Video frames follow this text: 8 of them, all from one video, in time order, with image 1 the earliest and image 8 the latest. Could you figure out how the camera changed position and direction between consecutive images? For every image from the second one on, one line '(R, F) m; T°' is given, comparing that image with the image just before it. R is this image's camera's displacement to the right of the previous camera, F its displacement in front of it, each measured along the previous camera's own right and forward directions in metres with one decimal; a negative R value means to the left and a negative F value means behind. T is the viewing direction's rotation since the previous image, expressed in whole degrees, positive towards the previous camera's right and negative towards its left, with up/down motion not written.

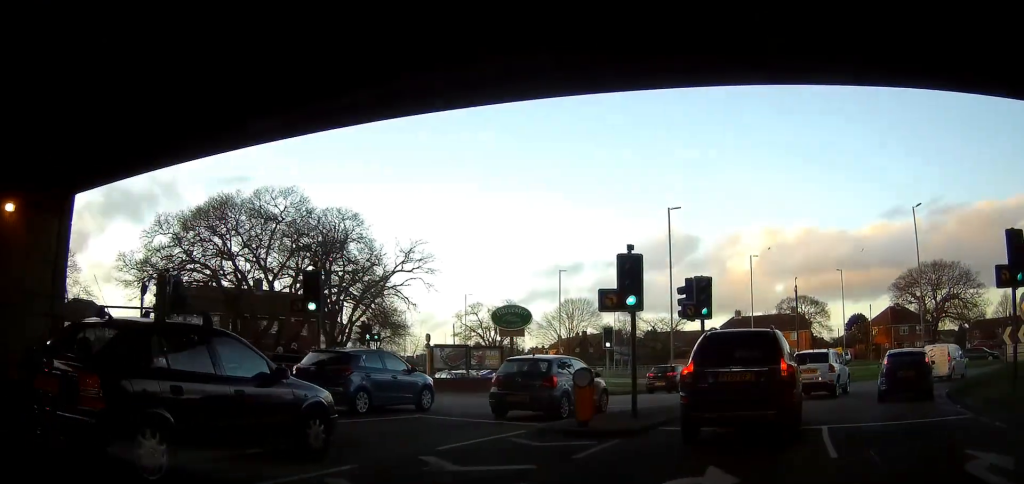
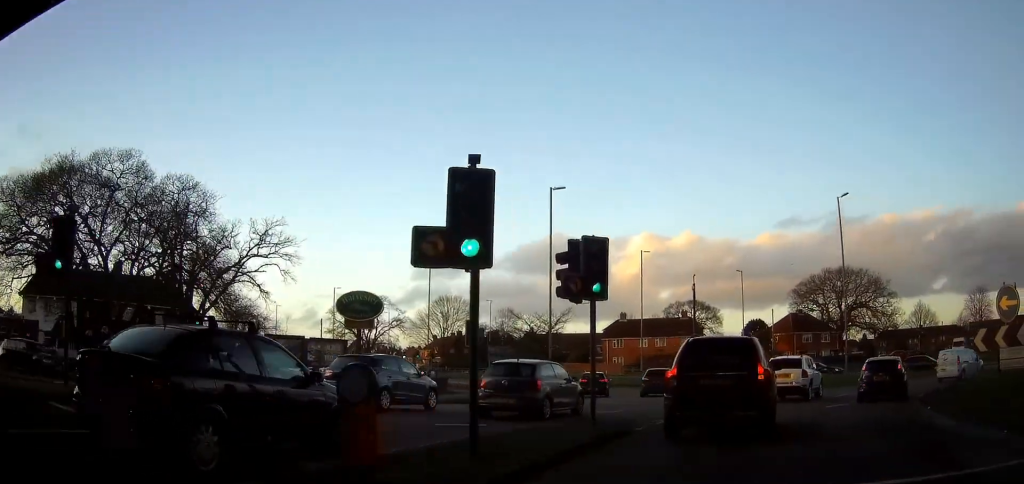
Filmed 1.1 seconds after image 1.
(+1.2, +7.1) m; +8°
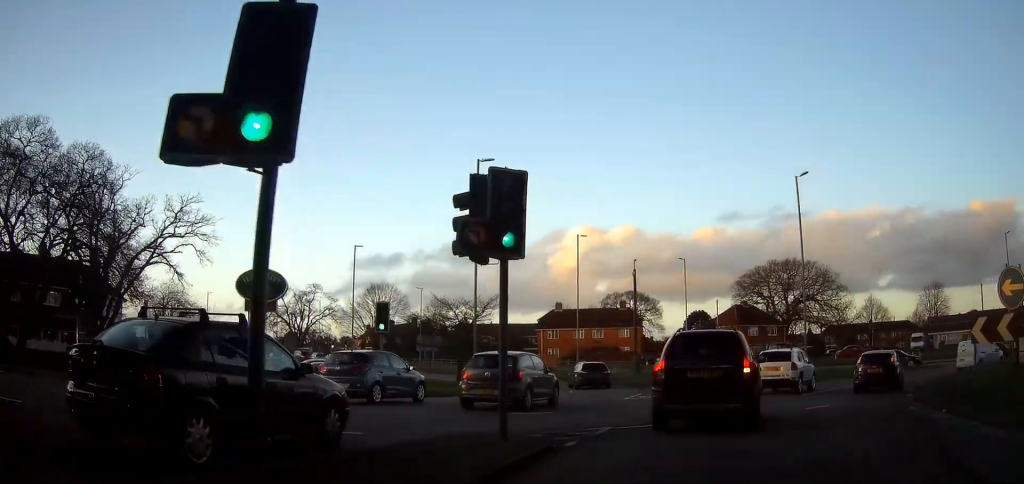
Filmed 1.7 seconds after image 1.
(0.0, +4.5) m; 0°
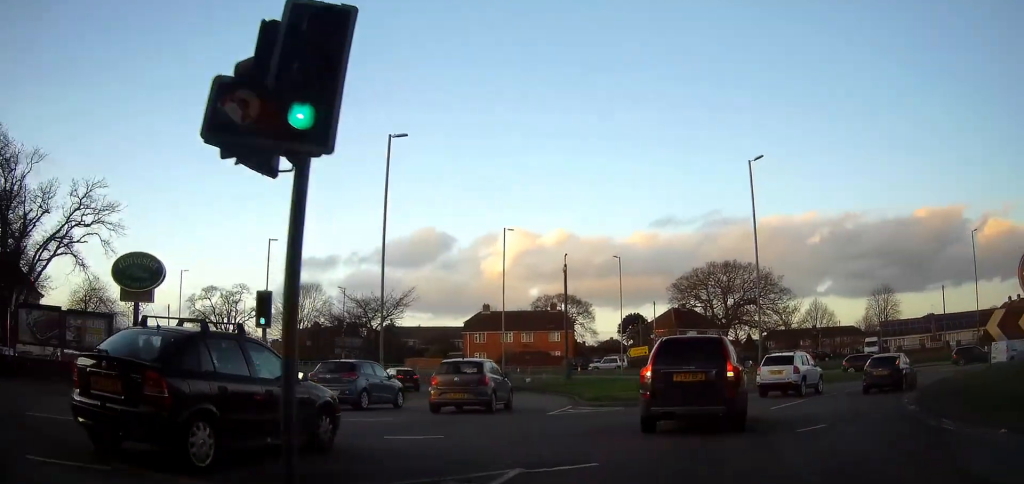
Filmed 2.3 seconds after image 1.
(-0.5, +5.8) m; 0°
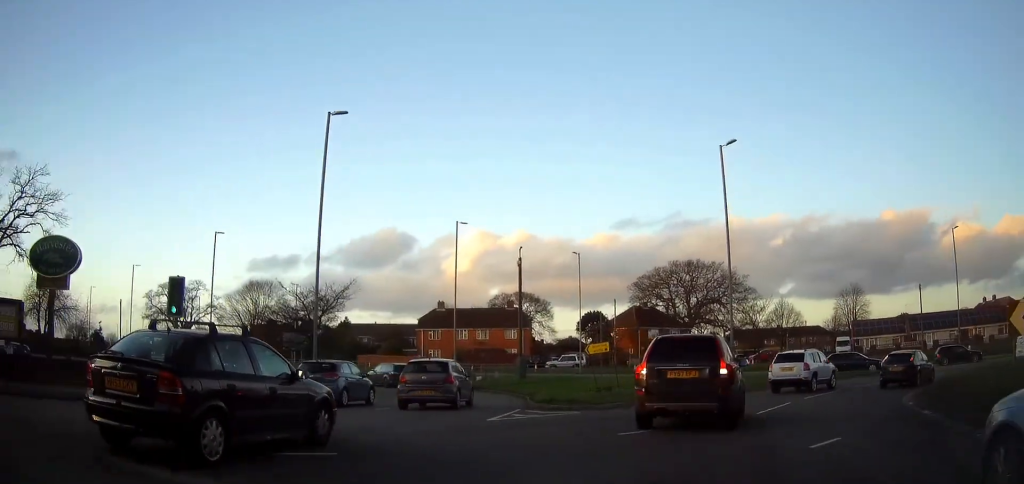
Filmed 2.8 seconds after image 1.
(+0.3, +4.0) m; +2°
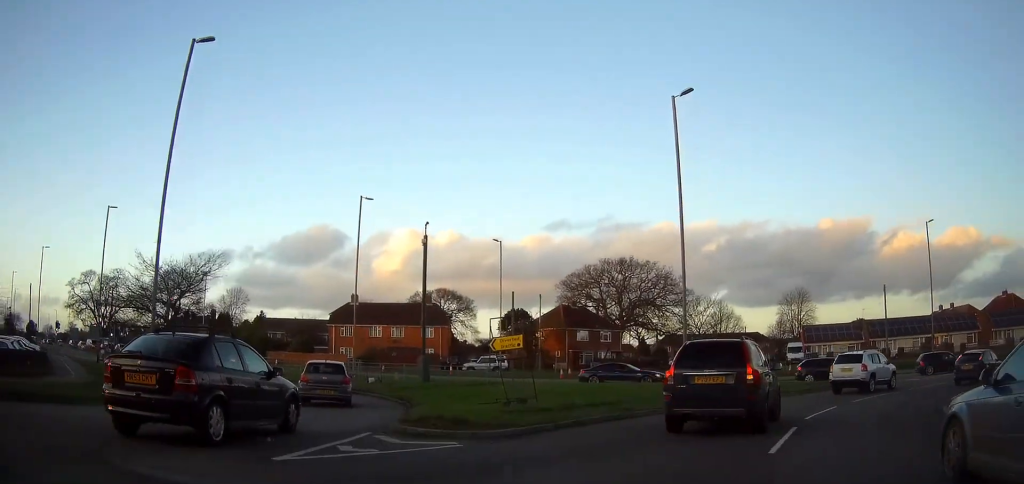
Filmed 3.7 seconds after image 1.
(+0.4, +8.5) m; +3°
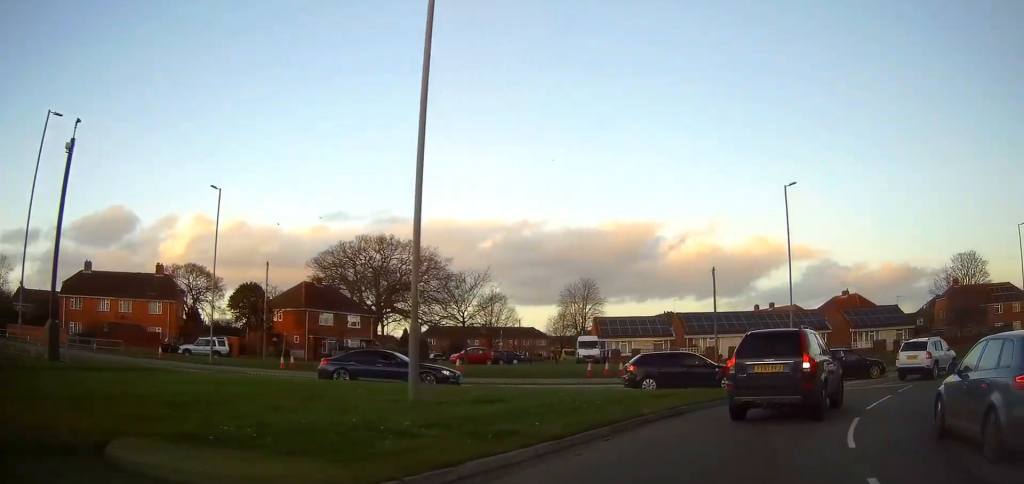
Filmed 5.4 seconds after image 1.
(+1.1, +14.8) m; +20°
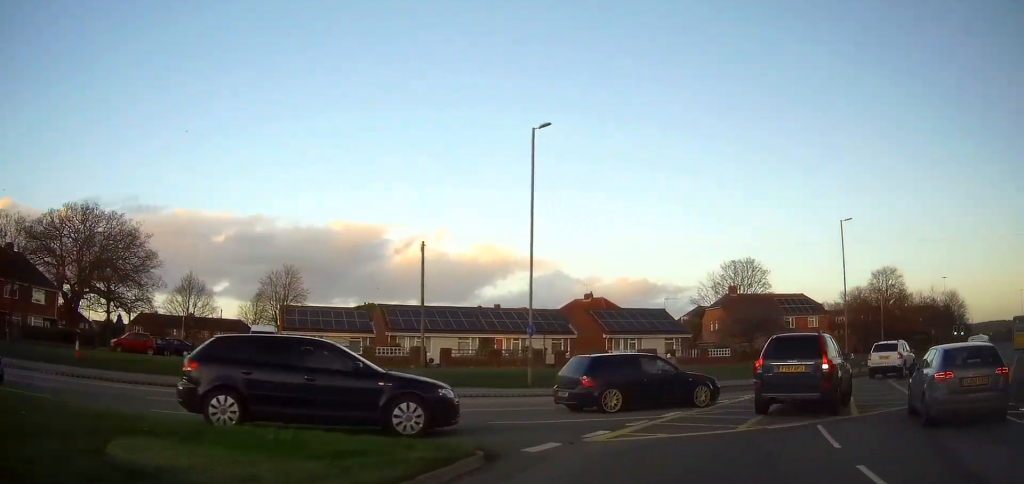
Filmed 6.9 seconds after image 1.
(+3.3, +13.1) m; +24°
